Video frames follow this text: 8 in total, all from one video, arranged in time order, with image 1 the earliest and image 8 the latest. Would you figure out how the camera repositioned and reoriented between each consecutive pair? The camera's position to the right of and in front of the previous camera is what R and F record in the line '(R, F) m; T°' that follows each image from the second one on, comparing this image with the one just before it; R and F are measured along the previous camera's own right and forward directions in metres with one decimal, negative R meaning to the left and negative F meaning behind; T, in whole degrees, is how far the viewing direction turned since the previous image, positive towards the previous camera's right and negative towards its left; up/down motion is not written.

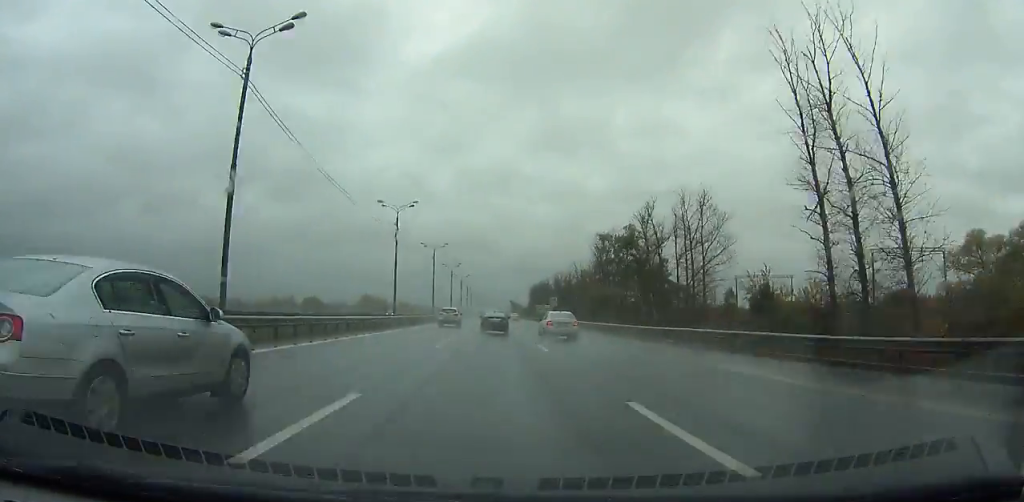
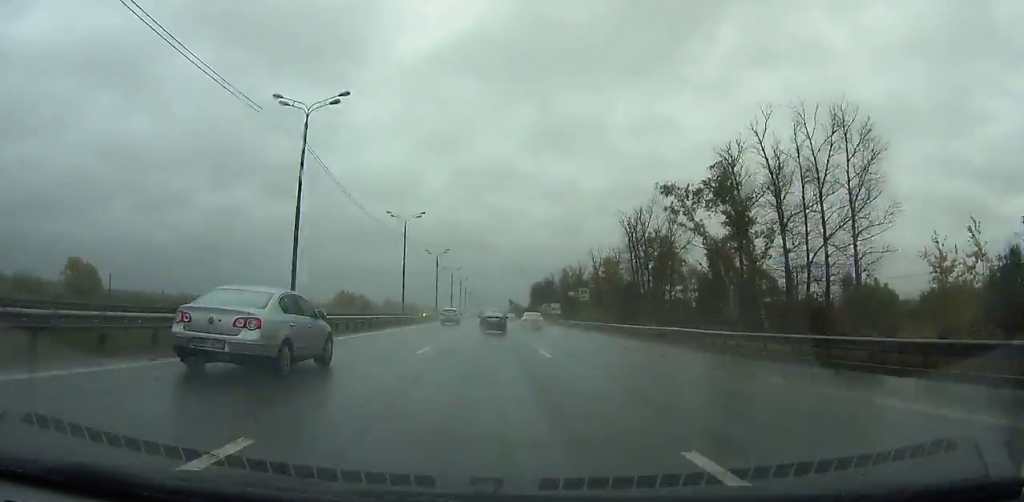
(+0.1, +35.9) m; 0°
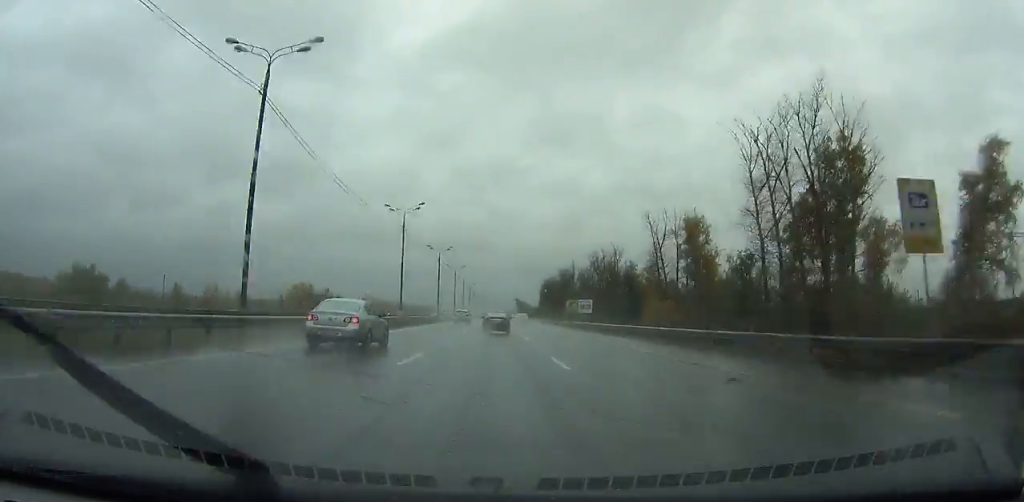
(+0.1, +50.3) m; 0°
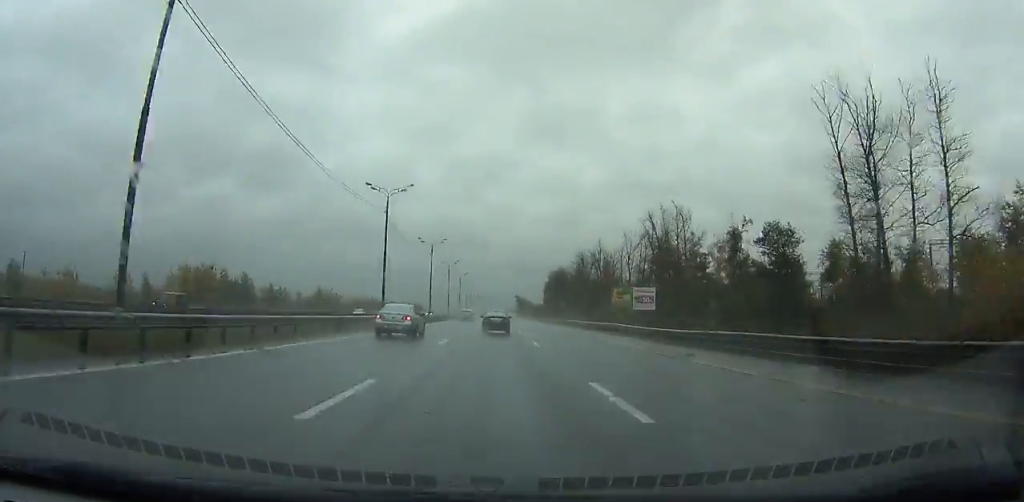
(0.0, +55.1) m; 0°
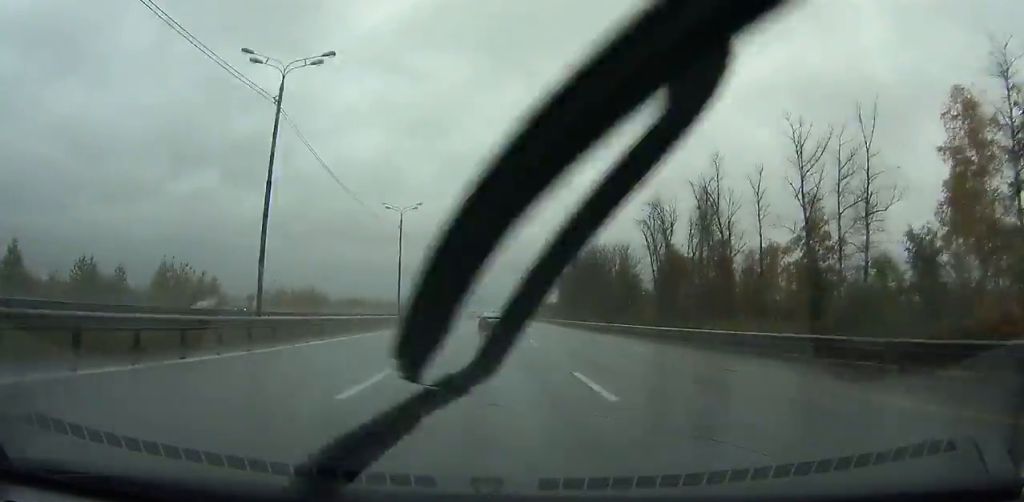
(-0.3, +77.0) m; 0°
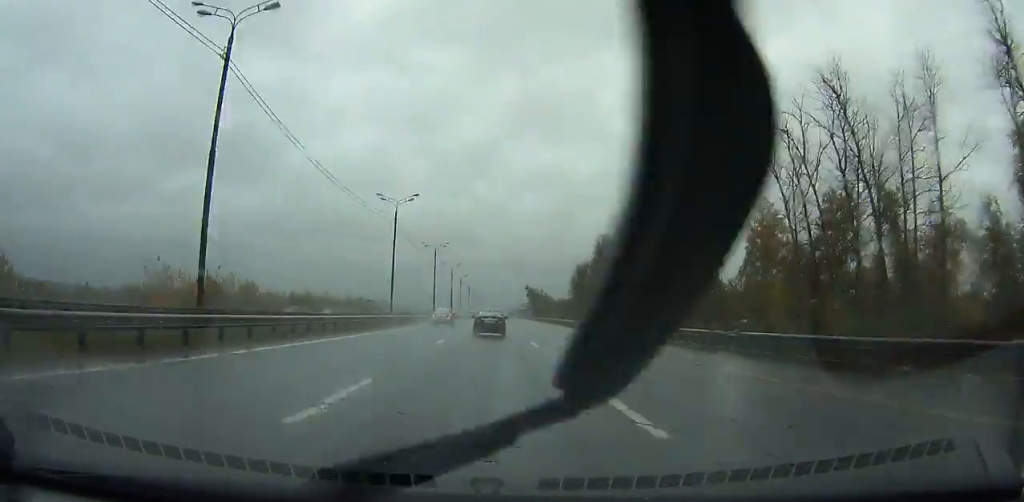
(+0.3, +48.2) m; 0°
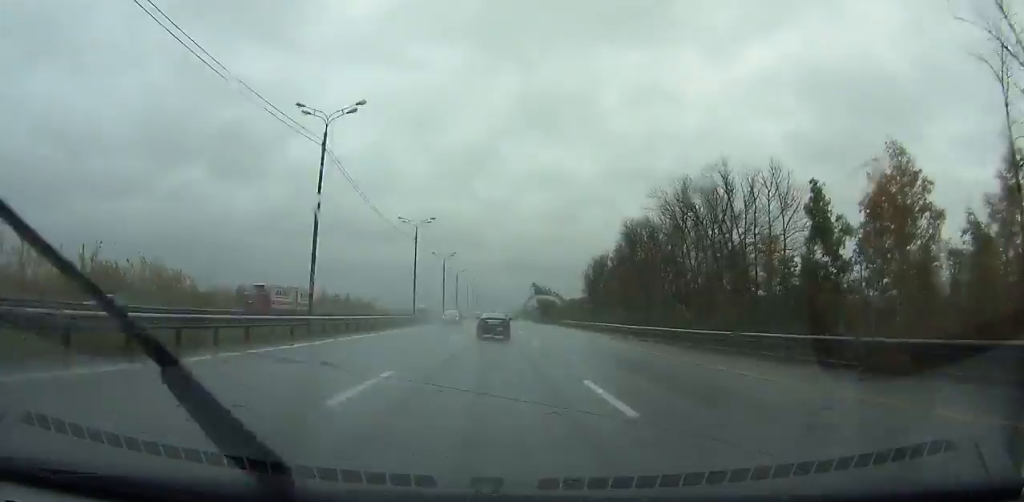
(+0.1, +31.5) m; 0°
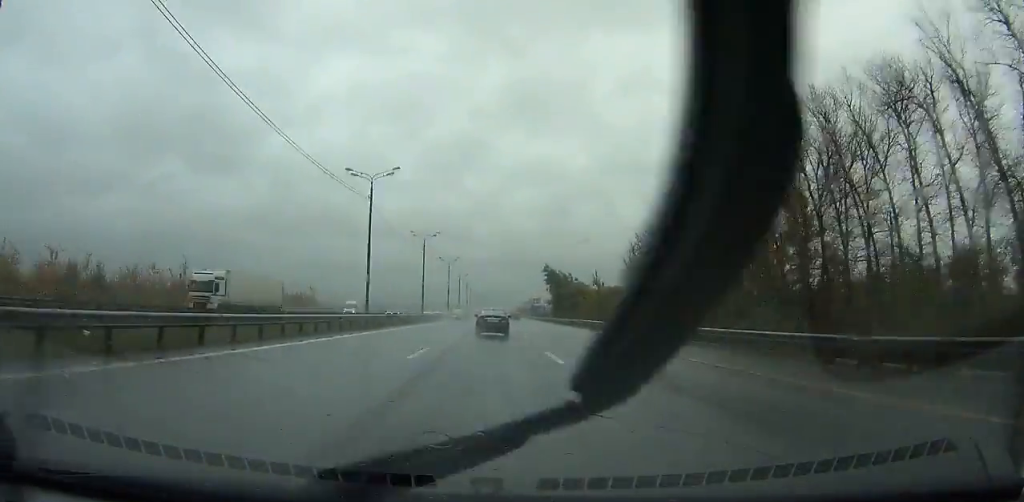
(+0.2, +72.7) m; 0°
